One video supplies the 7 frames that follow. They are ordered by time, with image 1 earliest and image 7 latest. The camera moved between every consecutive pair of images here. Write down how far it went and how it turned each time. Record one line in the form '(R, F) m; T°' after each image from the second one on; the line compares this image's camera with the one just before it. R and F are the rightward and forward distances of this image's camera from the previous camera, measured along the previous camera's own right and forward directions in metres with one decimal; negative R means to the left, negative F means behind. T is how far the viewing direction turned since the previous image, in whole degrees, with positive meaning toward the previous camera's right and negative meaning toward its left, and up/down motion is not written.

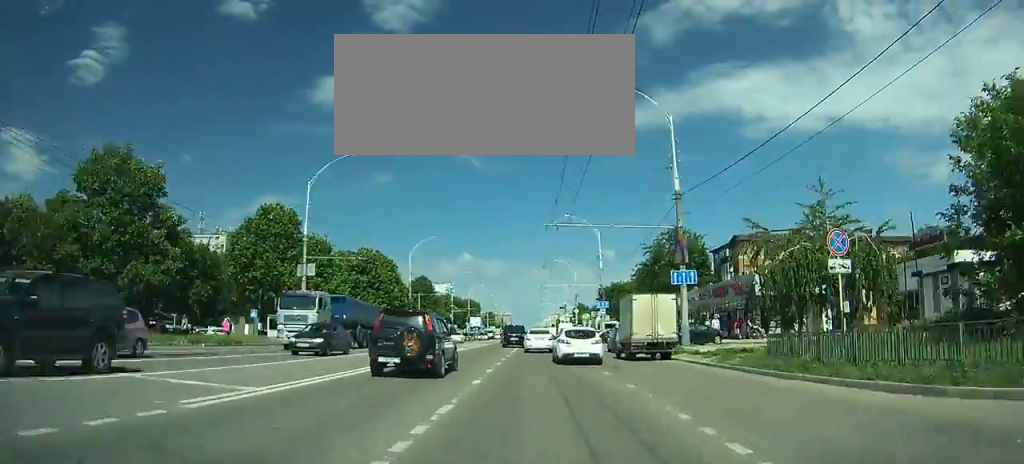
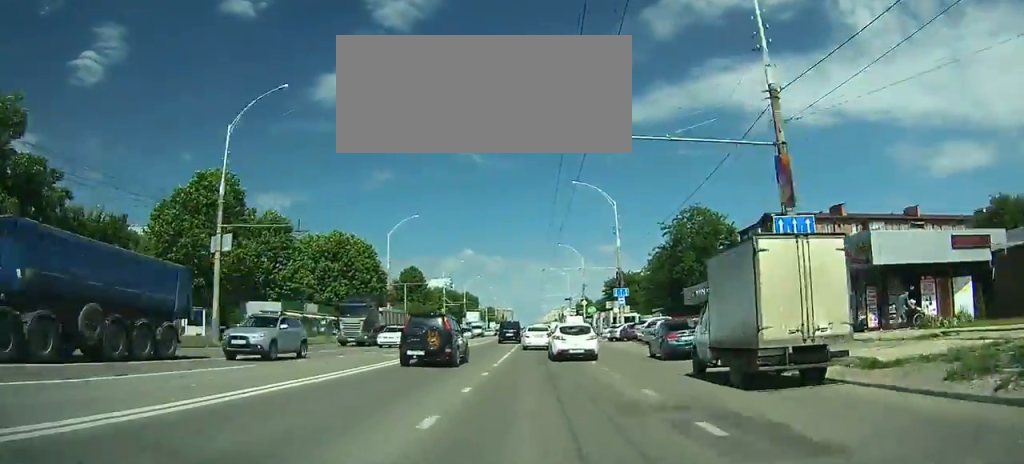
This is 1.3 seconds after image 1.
(+0.1, +14.9) m; 0°
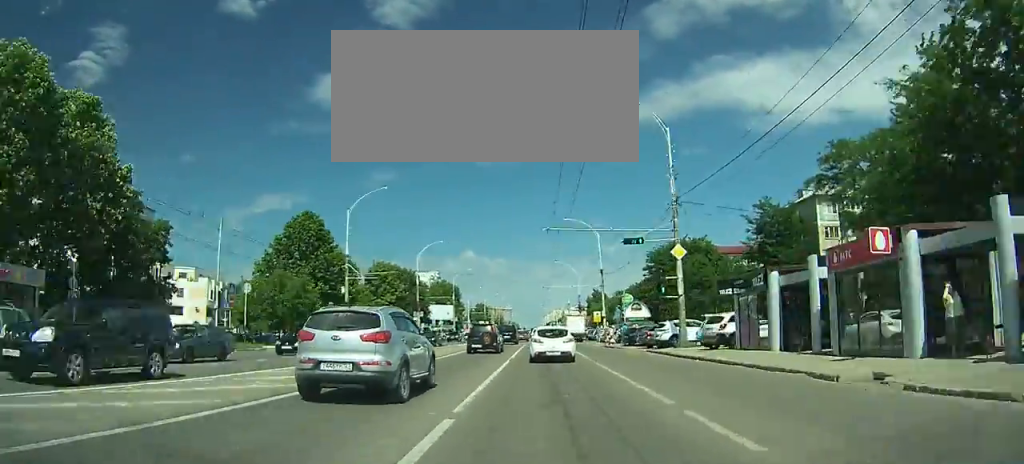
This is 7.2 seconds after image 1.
(-0.7, +67.5) m; -2°
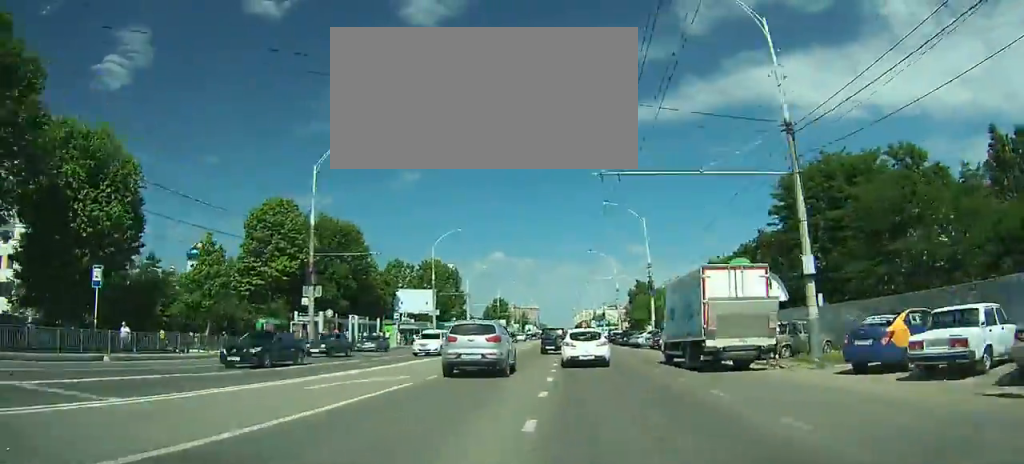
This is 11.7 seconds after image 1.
(-0.6, +52.1) m; -1°
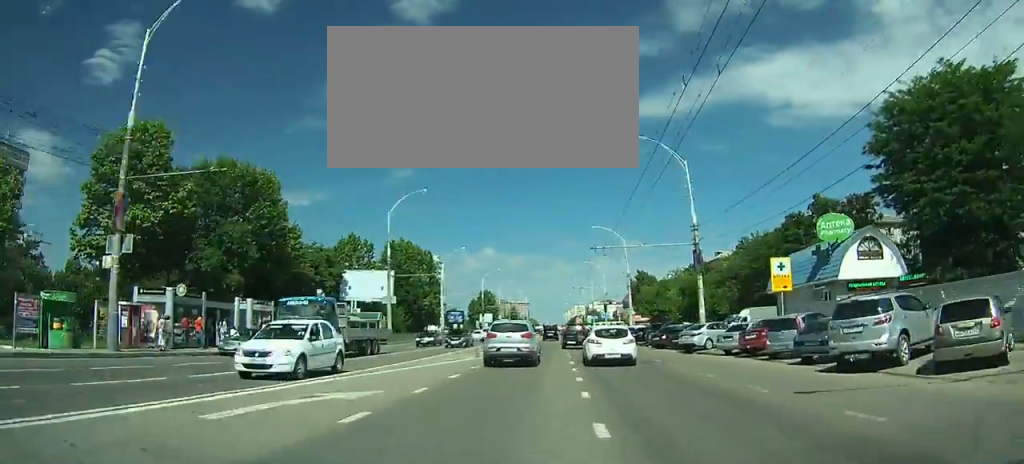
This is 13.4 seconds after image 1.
(0.0, +20.2) m; +1°
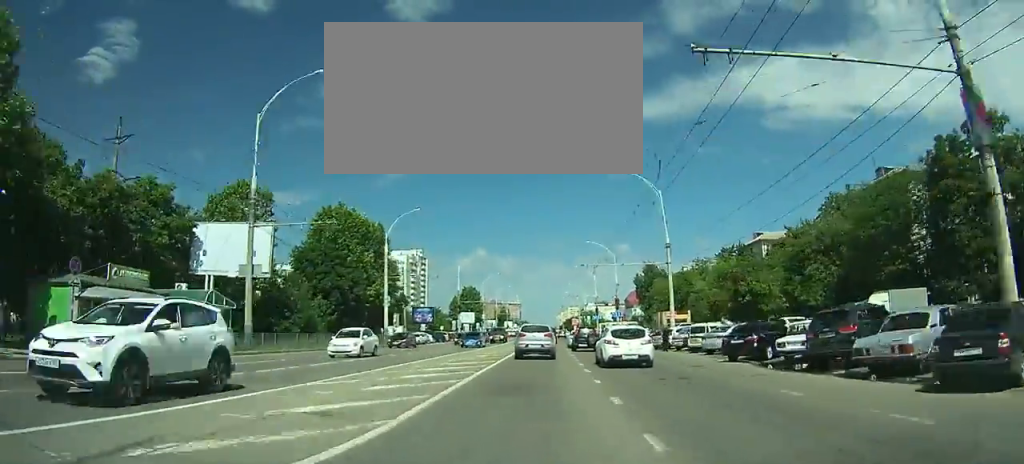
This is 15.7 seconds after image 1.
(+0.2, +28.2) m; +1°
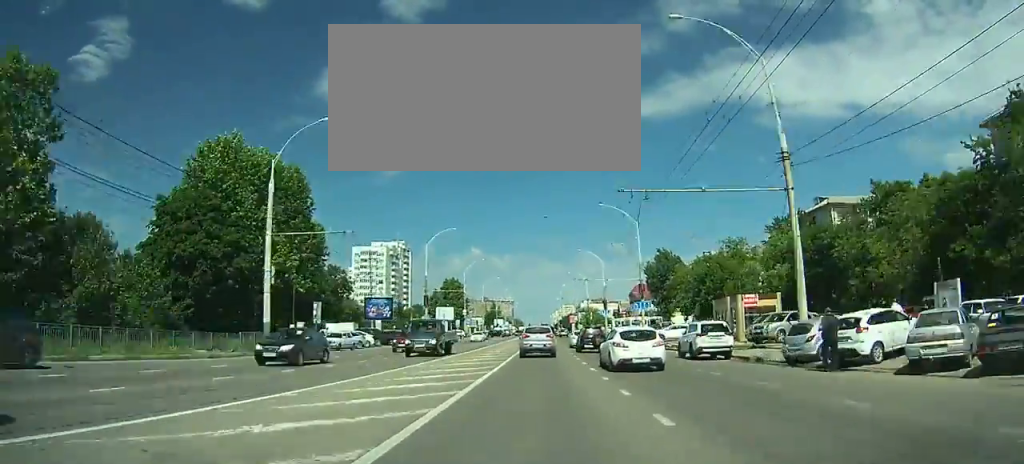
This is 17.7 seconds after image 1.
(+0.2, +24.5) m; +1°
